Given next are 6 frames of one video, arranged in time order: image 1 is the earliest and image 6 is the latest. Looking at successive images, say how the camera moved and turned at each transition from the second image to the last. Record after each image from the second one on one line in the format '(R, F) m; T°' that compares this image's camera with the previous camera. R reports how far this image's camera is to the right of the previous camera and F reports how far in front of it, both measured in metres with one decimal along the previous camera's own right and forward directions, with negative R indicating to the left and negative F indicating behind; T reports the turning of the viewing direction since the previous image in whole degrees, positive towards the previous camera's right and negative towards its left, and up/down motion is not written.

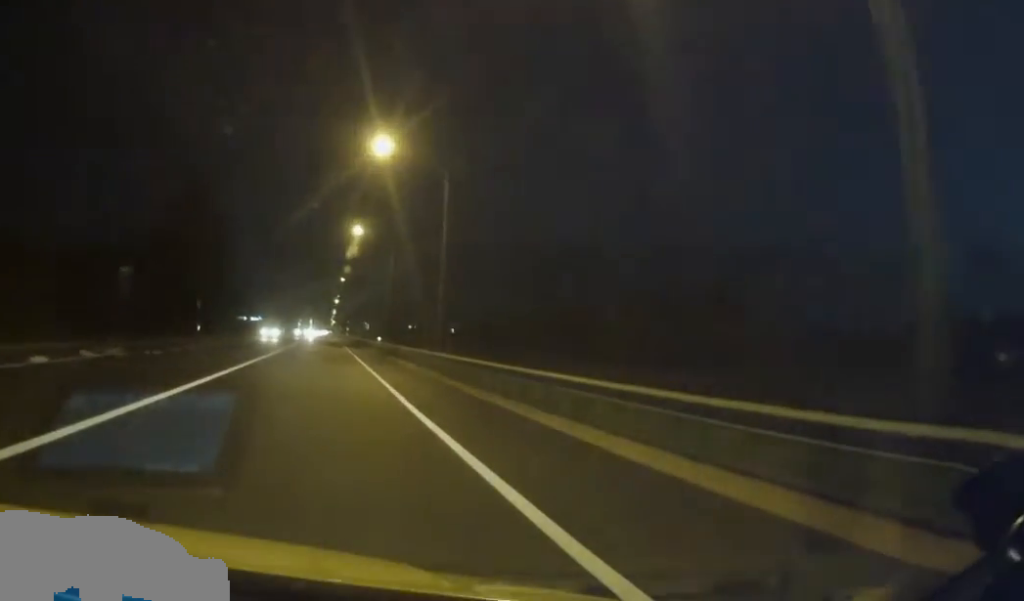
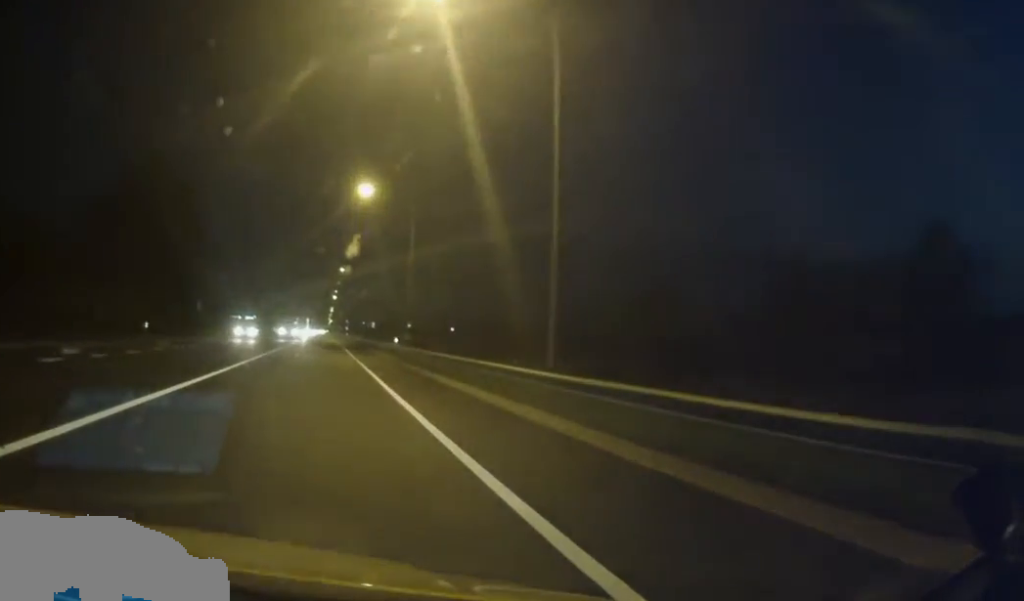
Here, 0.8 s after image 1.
(+0.2, +18.1) m; 0°
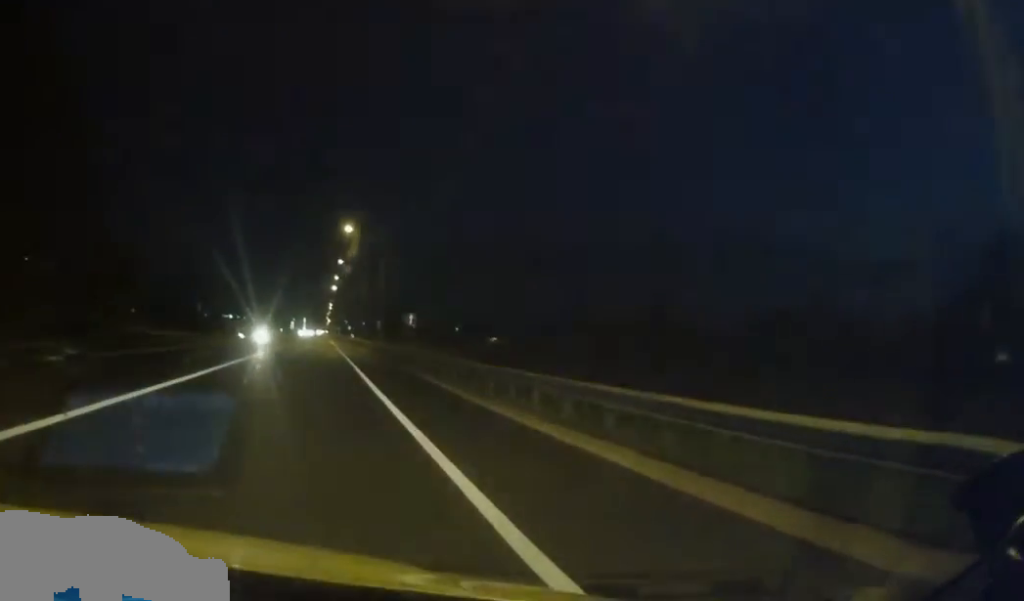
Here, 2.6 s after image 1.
(-0.2, +43.0) m; 0°
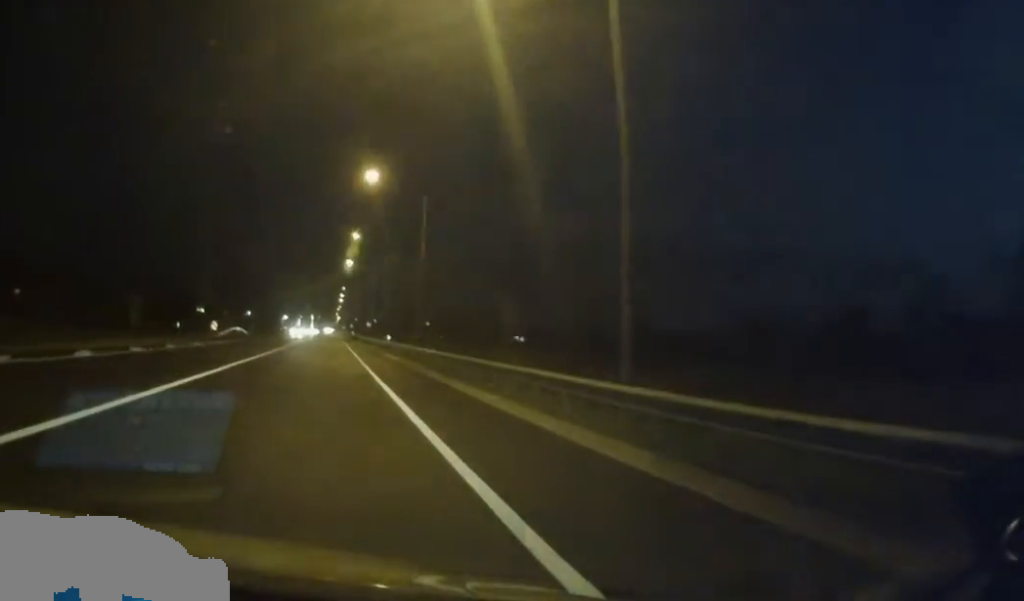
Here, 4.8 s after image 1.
(-0.3, +51.0) m; -1°
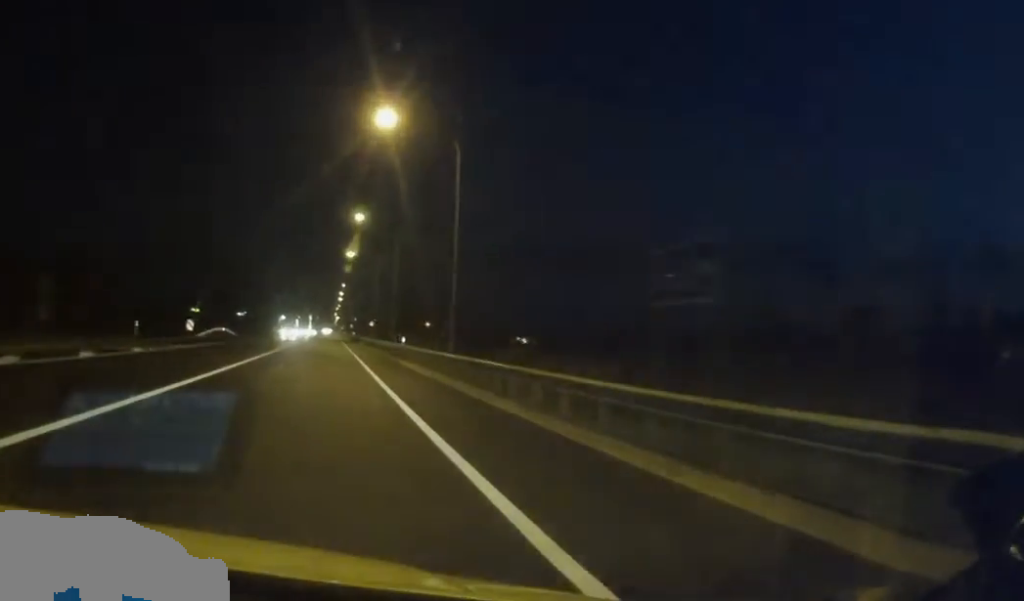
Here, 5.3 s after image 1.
(0.0, +11.8) m; 0°
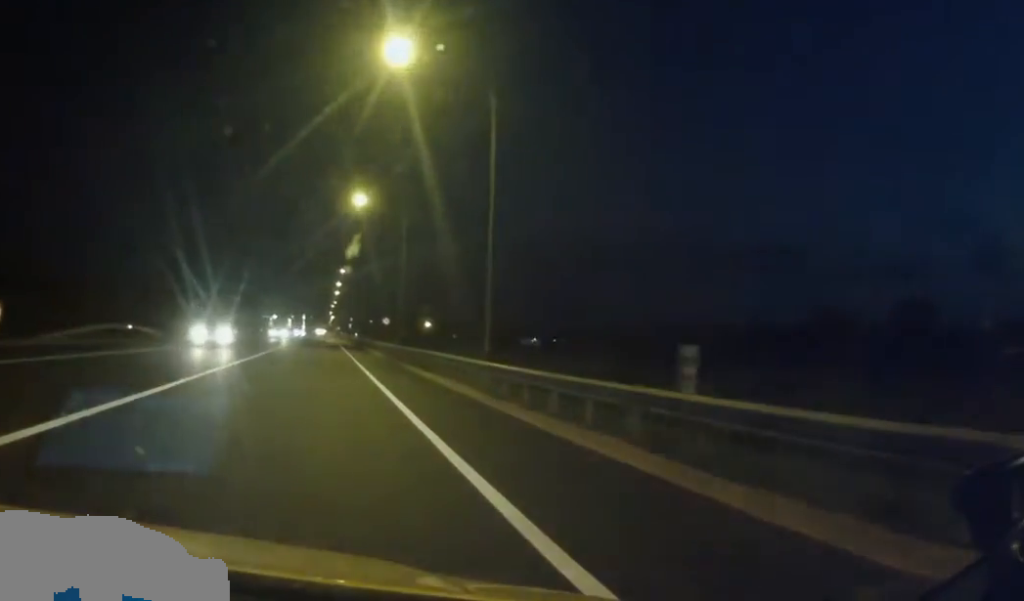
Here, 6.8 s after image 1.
(+0.4, +35.5) m; 0°
